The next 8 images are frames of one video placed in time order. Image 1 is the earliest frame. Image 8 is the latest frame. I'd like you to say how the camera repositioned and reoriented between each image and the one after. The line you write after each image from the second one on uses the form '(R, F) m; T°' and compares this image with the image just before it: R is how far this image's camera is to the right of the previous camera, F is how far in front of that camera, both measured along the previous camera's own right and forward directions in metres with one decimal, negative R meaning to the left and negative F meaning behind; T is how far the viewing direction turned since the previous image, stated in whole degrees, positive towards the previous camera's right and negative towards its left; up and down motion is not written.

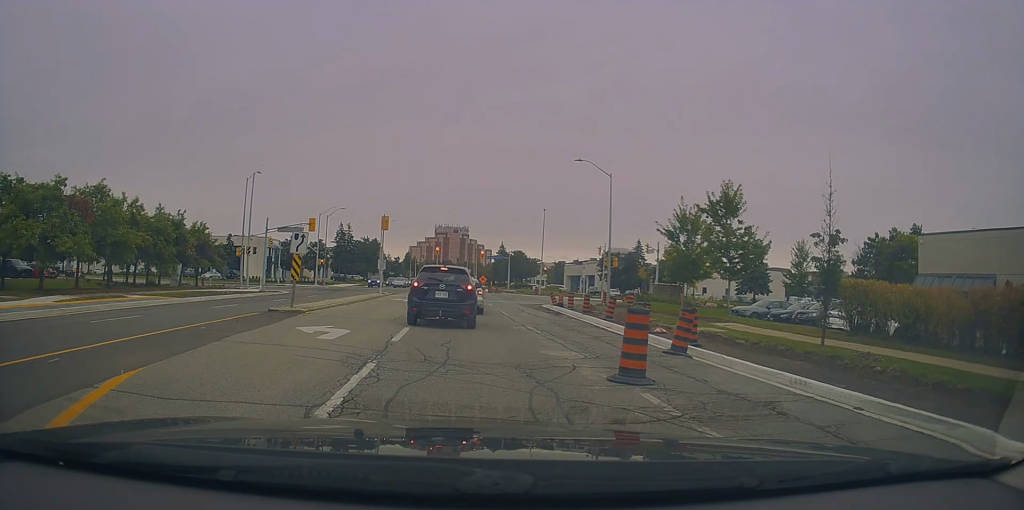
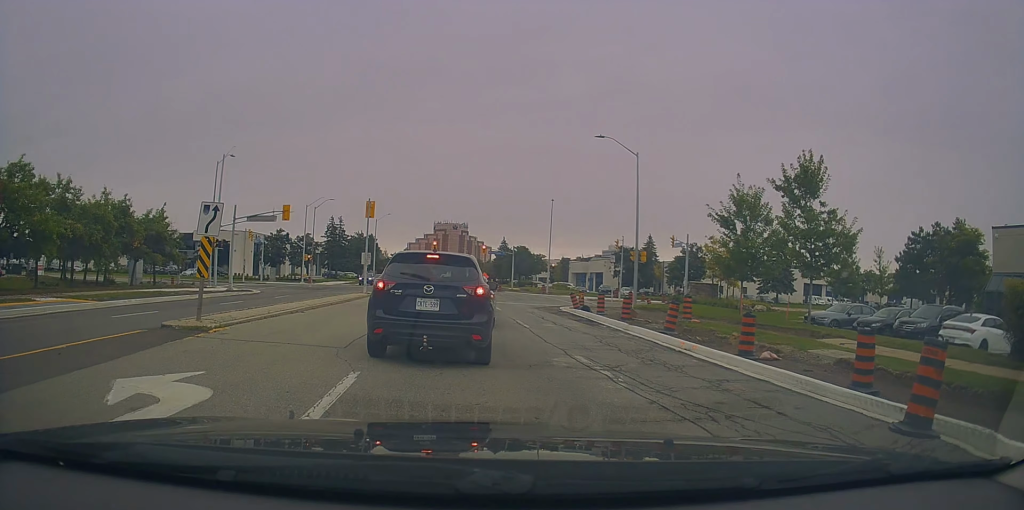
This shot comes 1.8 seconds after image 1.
(-0.2, +6.2) m; -6°
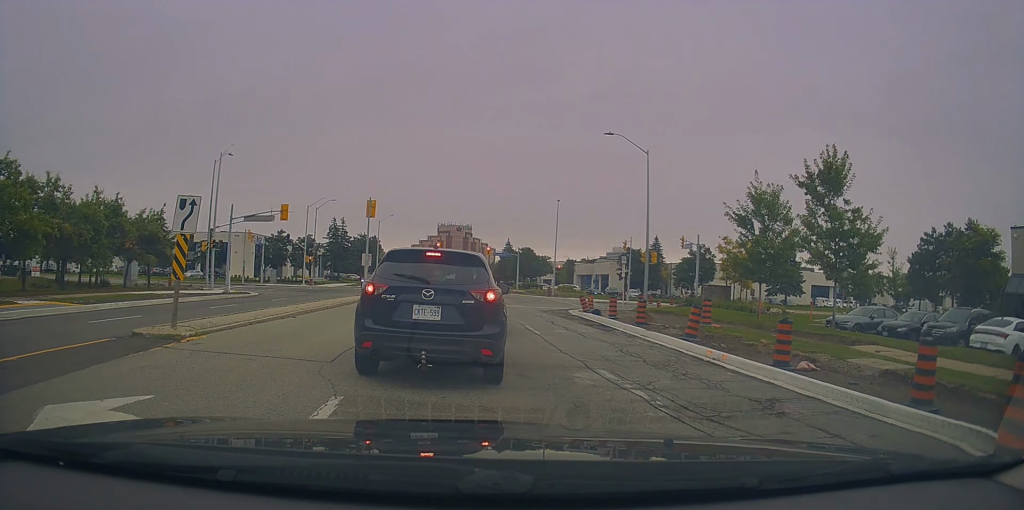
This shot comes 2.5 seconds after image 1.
(+0.1, +1.2) m; 0°
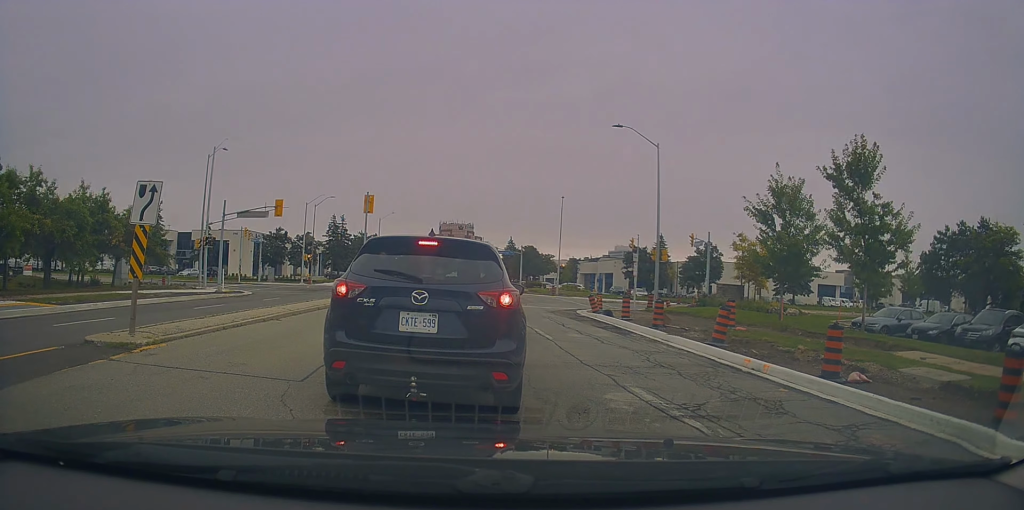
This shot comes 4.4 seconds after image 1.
(+0.3, +1.0) m; 0°
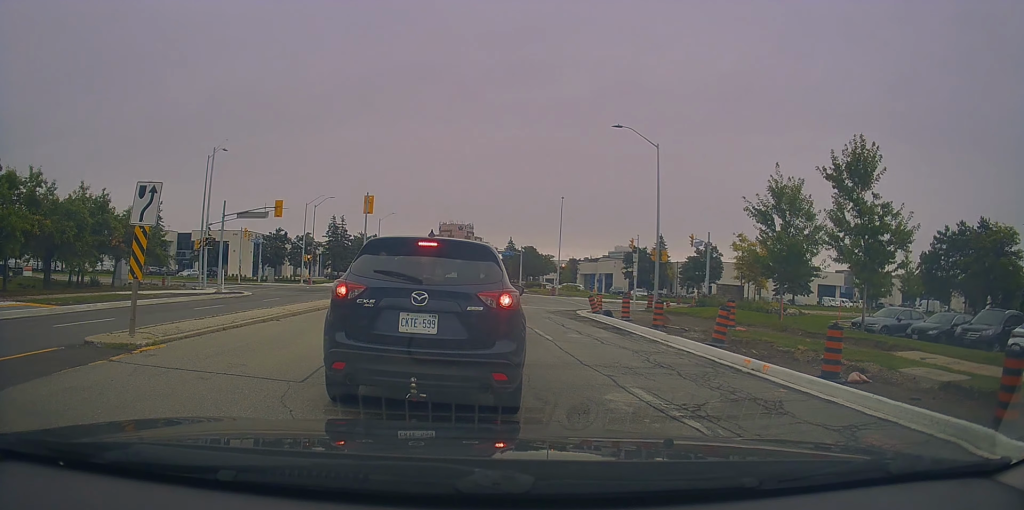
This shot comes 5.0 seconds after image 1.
(0.0, 0.0) m; 0°
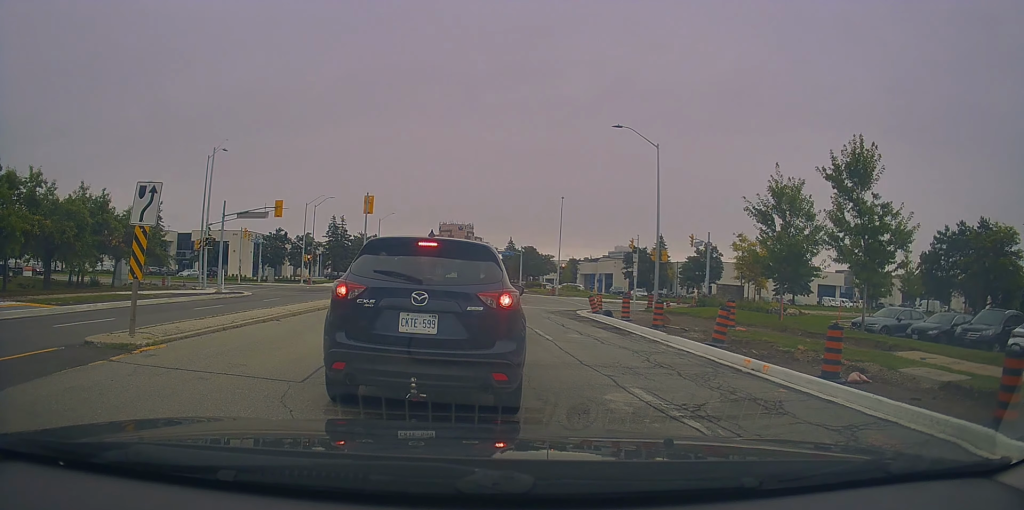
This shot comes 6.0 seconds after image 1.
(0.0, 0.0) m; 0°
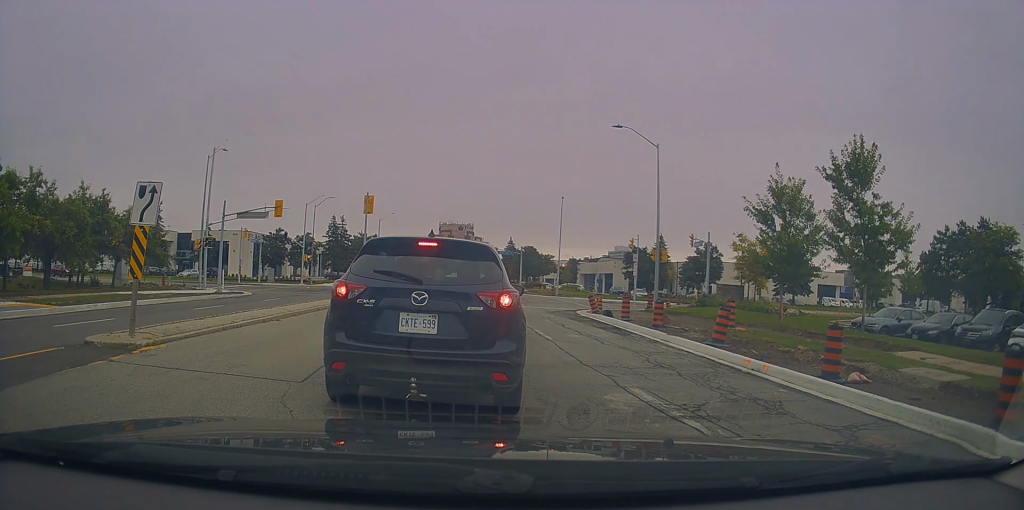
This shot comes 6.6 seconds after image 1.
(0.0, 0.0) m; 0°
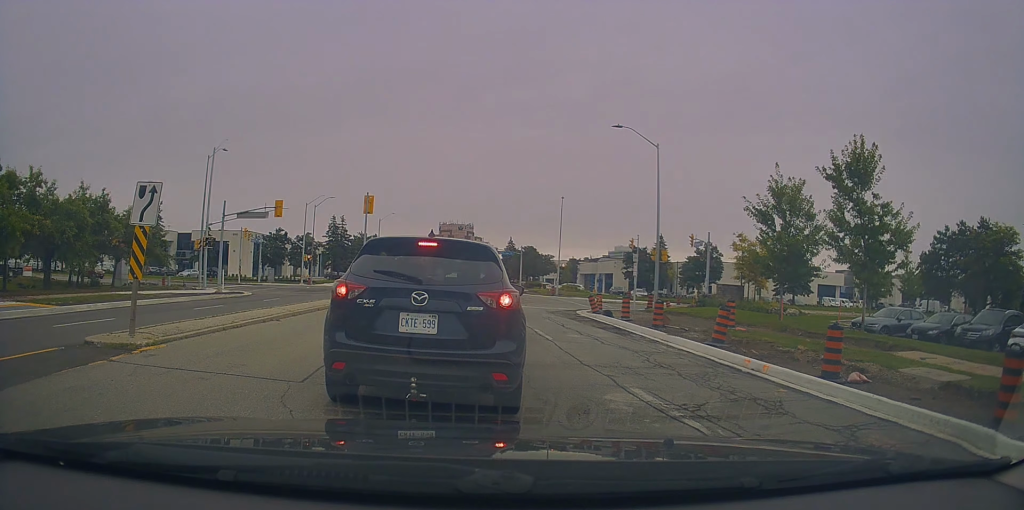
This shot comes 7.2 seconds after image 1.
(0.0, 0.0) m; 0°
